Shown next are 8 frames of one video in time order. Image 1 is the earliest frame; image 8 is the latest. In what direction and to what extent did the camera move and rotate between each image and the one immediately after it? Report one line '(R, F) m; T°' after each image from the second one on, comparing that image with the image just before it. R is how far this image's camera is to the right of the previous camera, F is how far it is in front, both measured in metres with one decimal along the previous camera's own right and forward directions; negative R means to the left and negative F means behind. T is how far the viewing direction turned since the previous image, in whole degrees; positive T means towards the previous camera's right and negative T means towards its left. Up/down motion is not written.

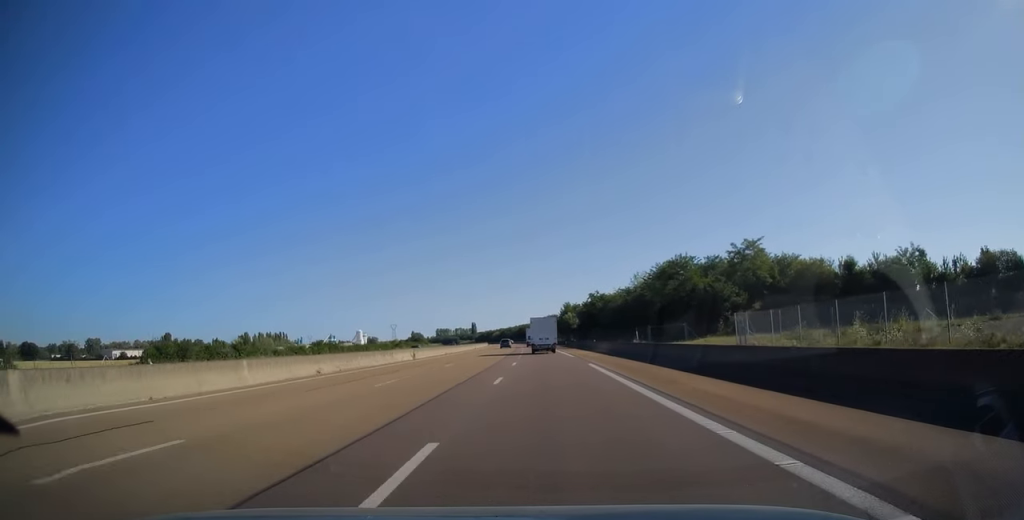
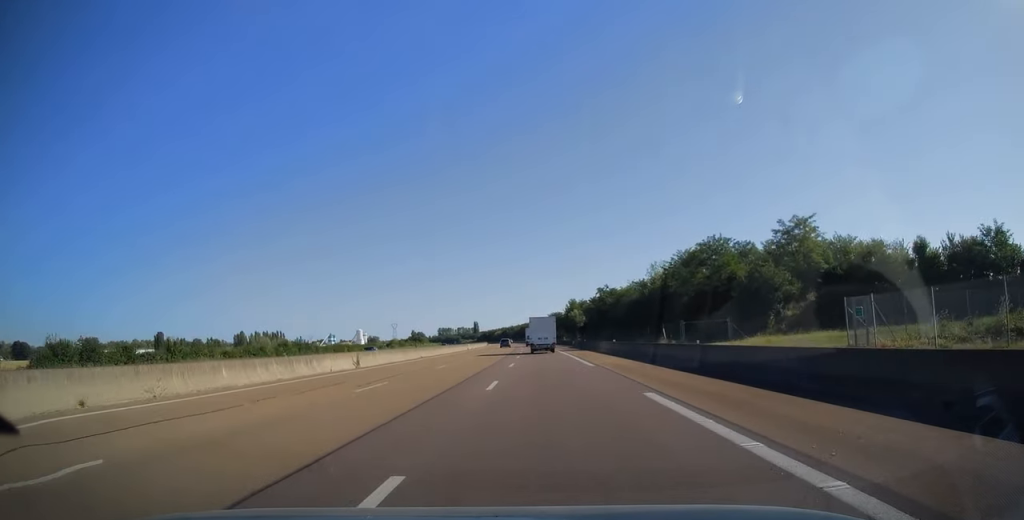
(0.0, +14.9) m; 0°
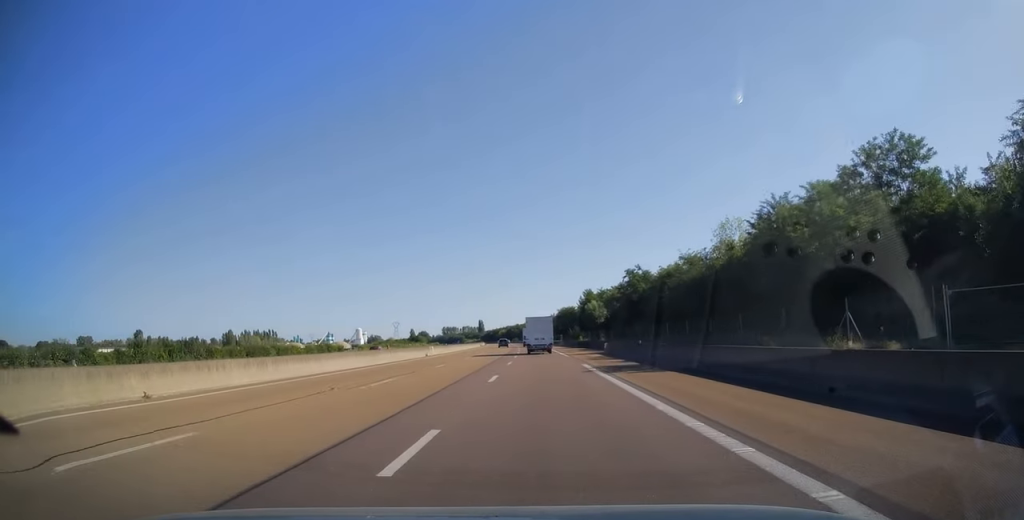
(-0.3, +36.1) m; -1°
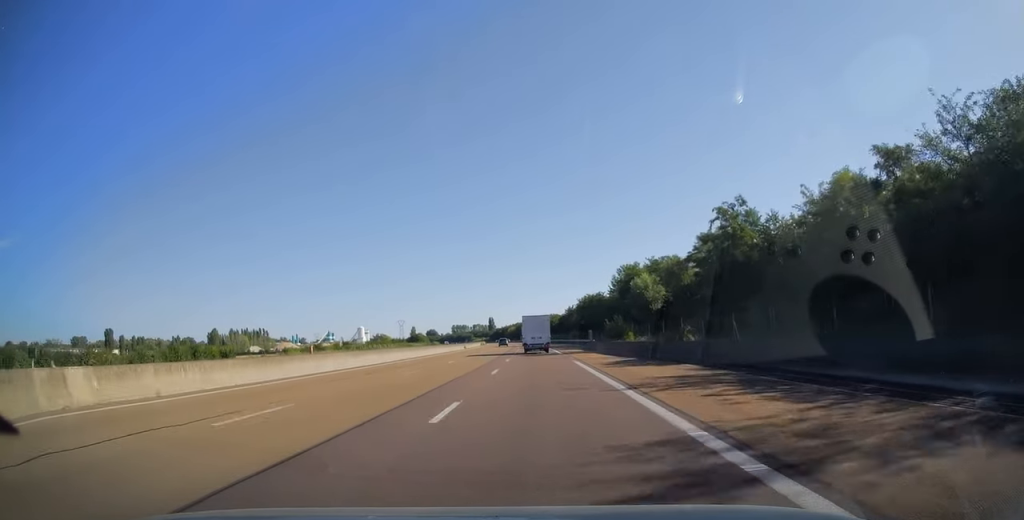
(-0.5, +48.4) m; -1°
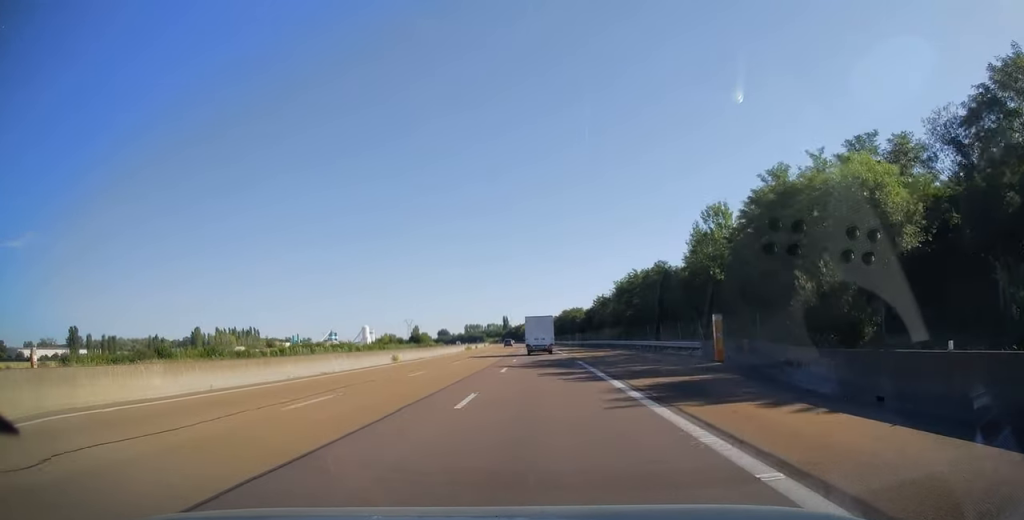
(-0.5, +49.9) m; -2°
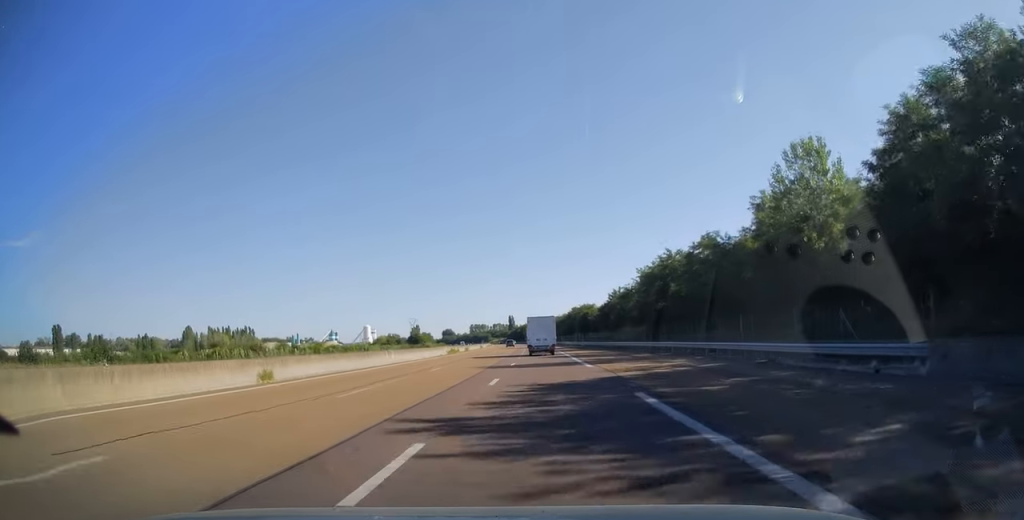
(-0.2, +20.1) m; -1°
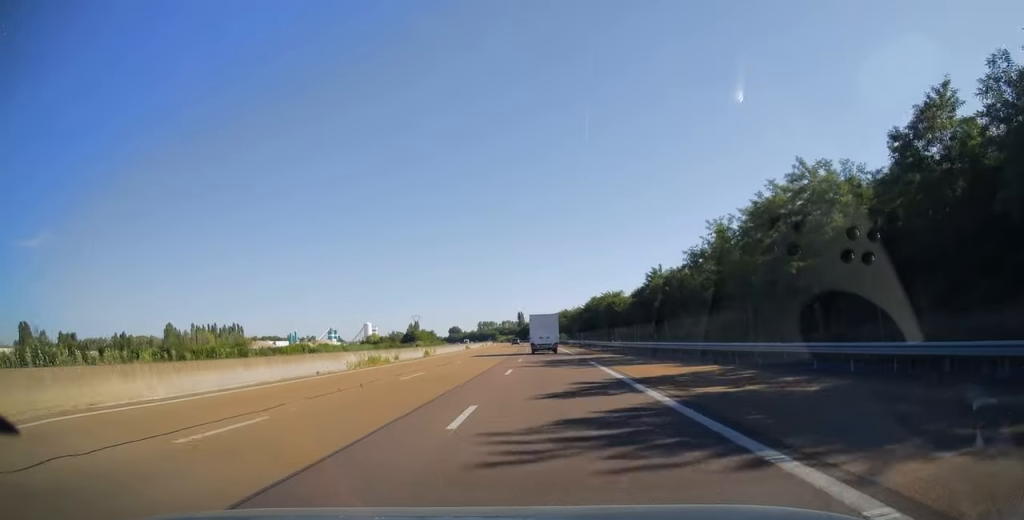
(-0.4, +35.0) m; -1°
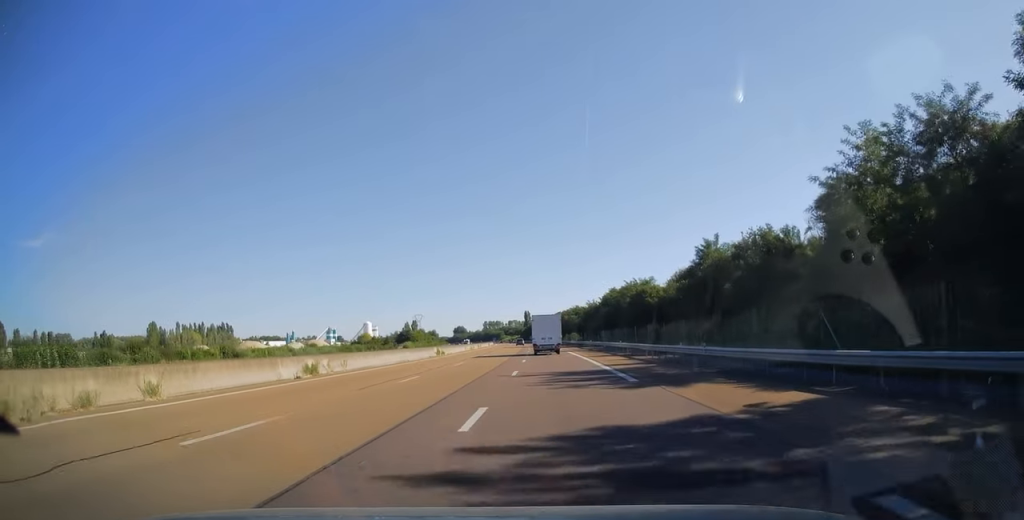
(-0.1, +26.2) m; -1°
